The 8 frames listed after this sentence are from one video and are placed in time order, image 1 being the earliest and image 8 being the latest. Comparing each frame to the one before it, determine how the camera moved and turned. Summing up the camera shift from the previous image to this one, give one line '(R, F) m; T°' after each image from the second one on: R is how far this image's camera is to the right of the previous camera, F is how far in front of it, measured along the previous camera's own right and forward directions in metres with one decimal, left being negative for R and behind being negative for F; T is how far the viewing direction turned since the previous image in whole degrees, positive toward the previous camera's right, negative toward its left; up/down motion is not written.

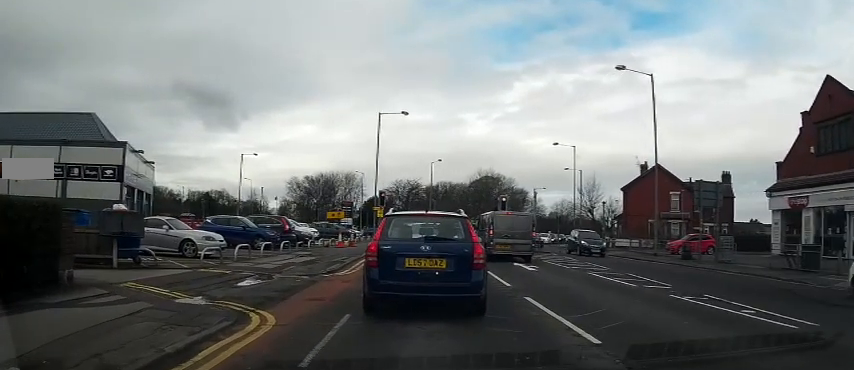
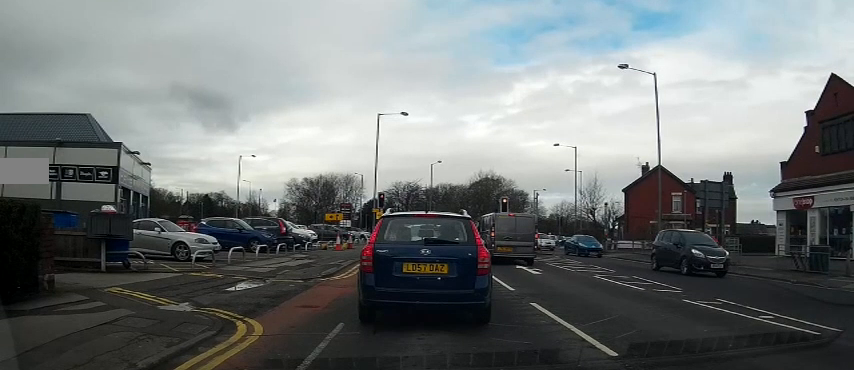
(+0.2, +1.5) m; 0°
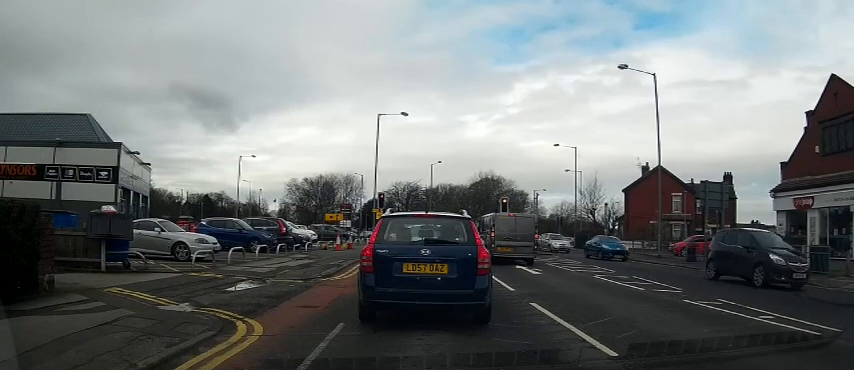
(0.0, 0.0) m; 0°
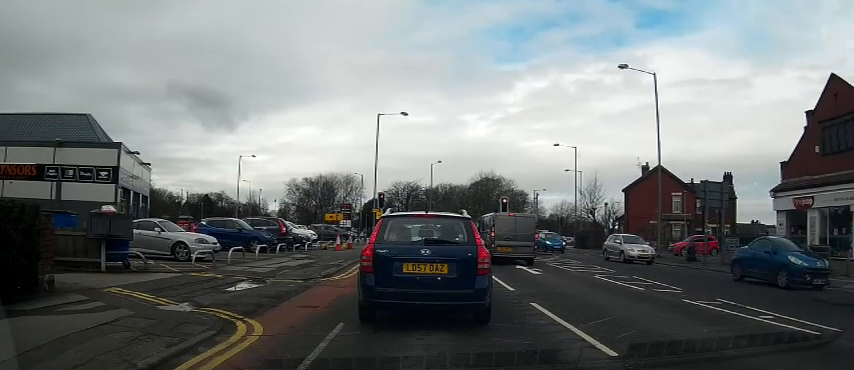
(0.0, 0.0) m; 0°
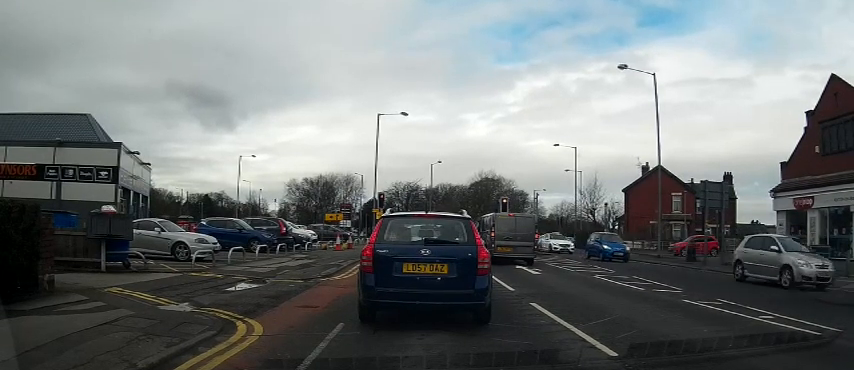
(0.0, 0.0) m; 0°
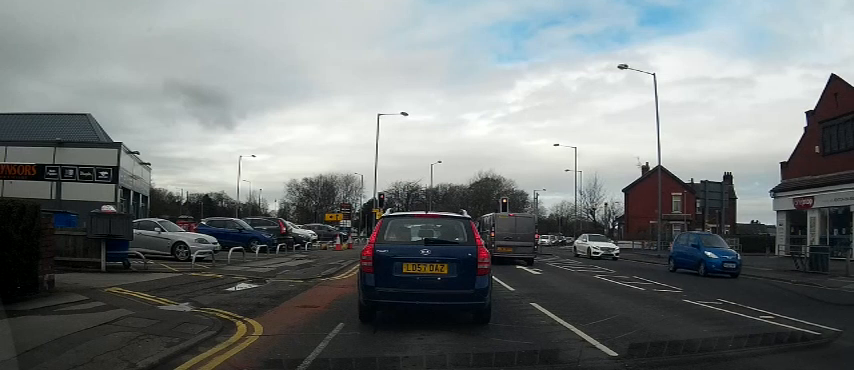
(0.0, 0.0) m; 0°
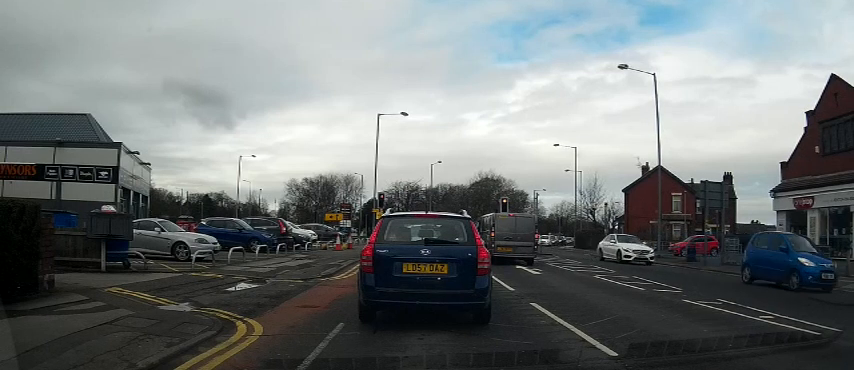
(0.0, 0.0) m; 0°
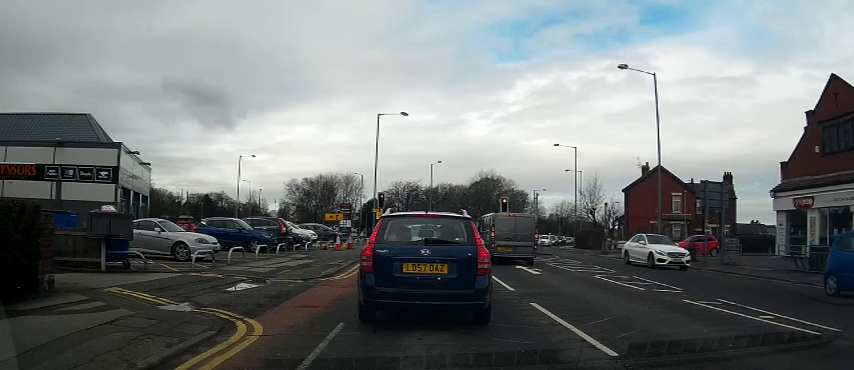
(0.0, 0.0) m; 0°
